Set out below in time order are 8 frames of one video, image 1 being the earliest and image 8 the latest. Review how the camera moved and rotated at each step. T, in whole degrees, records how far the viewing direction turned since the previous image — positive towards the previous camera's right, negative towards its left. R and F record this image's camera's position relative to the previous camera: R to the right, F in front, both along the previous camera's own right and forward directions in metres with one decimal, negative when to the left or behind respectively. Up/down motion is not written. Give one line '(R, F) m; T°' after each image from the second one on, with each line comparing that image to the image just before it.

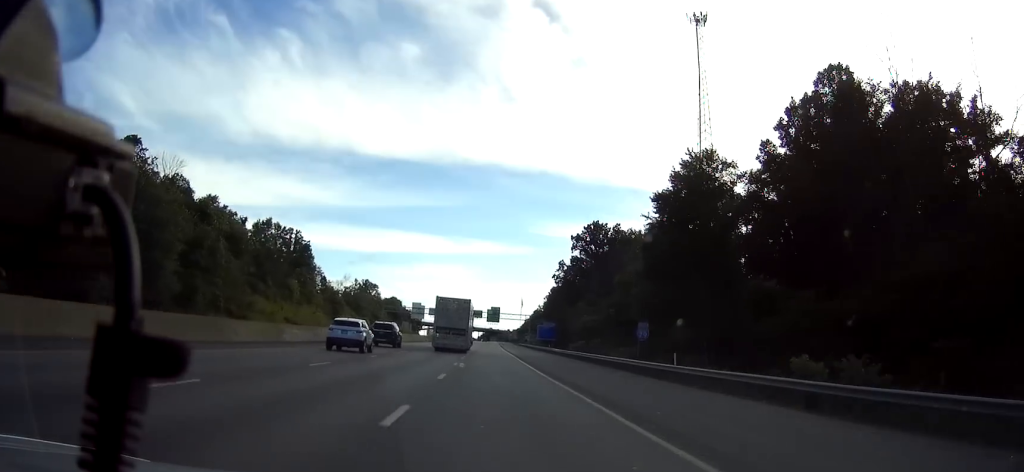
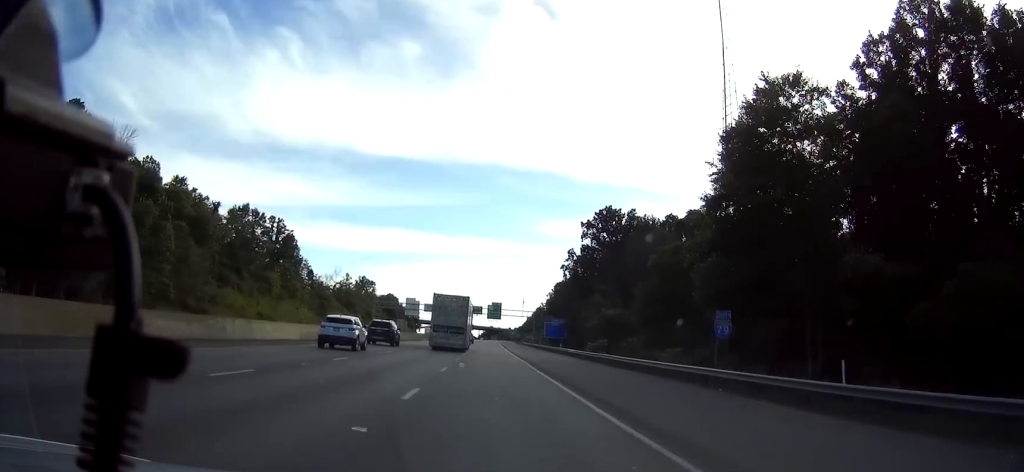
(-0.1, +20.0) m; 0°
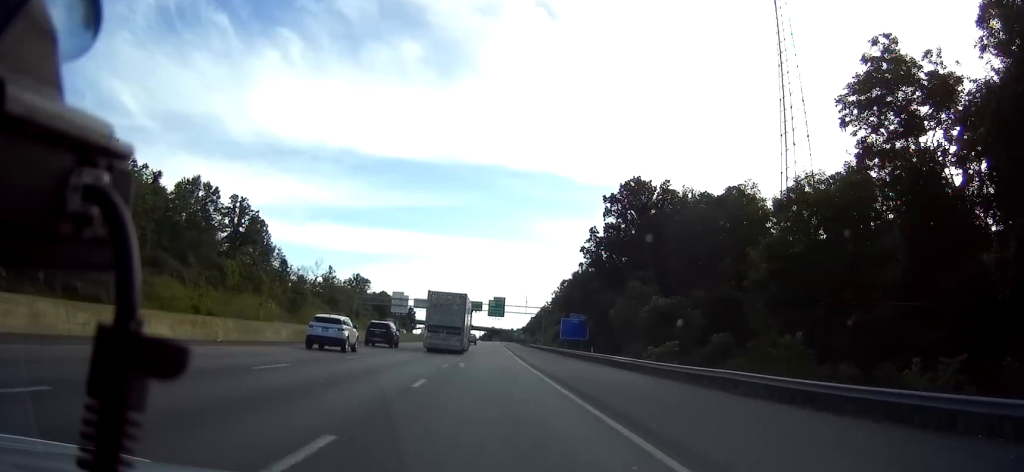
(0.0, +32.8) m; 0°
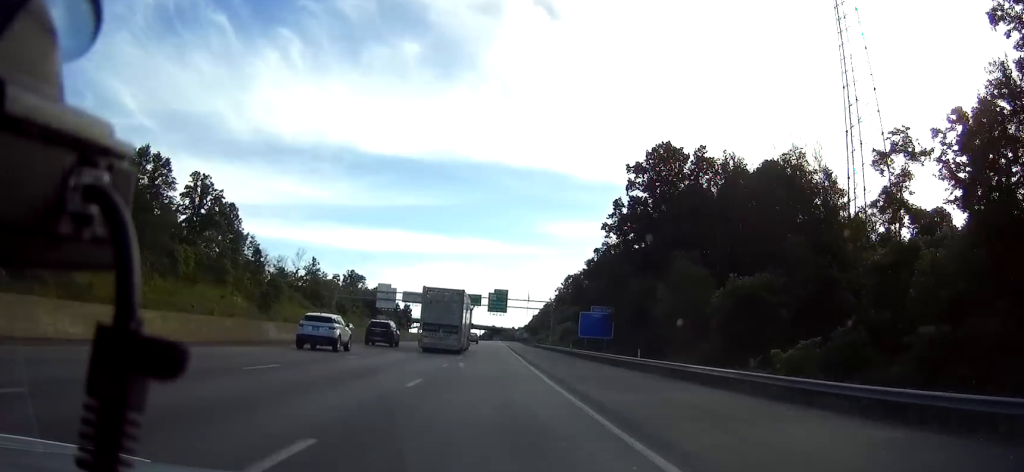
(+0.1, +24.3) m; 0°
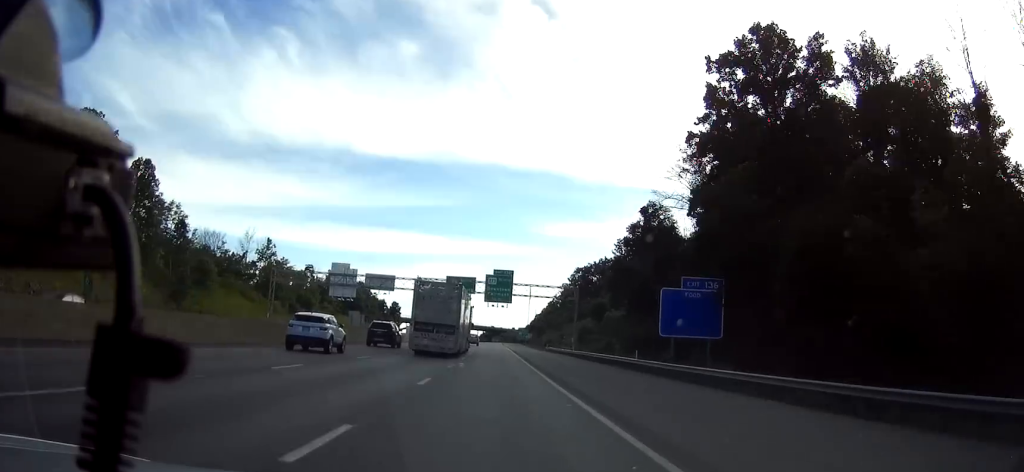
(0.0, +44.7) m; 0°
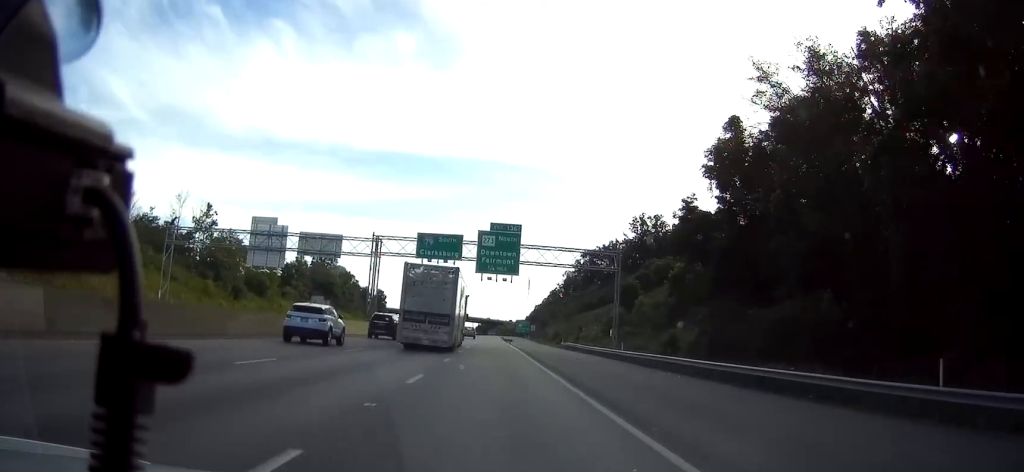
(+0.1, +34.3) m; +1°
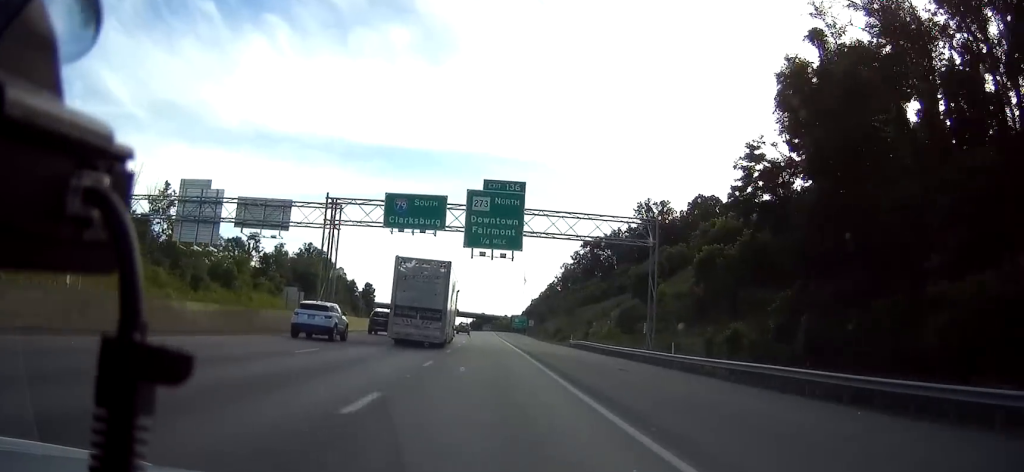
(+0.1, +15.3) m; 0°
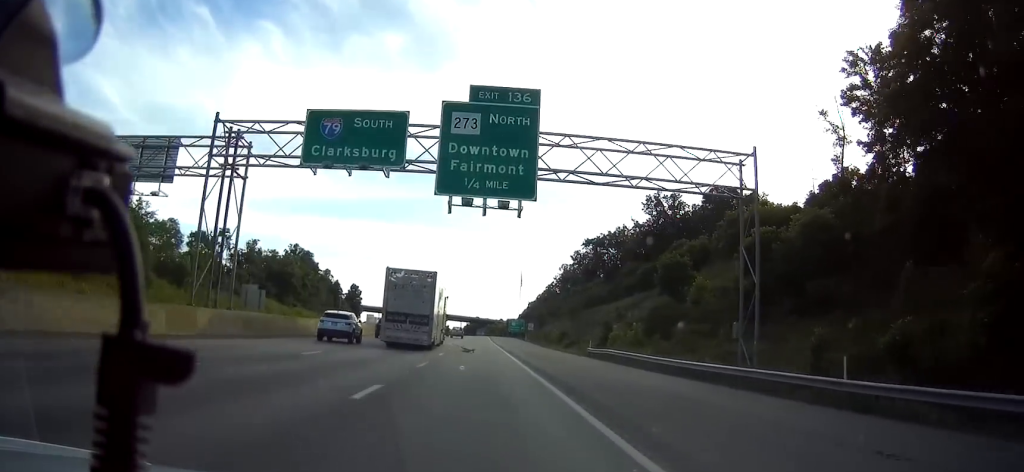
(0.0, +19.7) m; 0°
